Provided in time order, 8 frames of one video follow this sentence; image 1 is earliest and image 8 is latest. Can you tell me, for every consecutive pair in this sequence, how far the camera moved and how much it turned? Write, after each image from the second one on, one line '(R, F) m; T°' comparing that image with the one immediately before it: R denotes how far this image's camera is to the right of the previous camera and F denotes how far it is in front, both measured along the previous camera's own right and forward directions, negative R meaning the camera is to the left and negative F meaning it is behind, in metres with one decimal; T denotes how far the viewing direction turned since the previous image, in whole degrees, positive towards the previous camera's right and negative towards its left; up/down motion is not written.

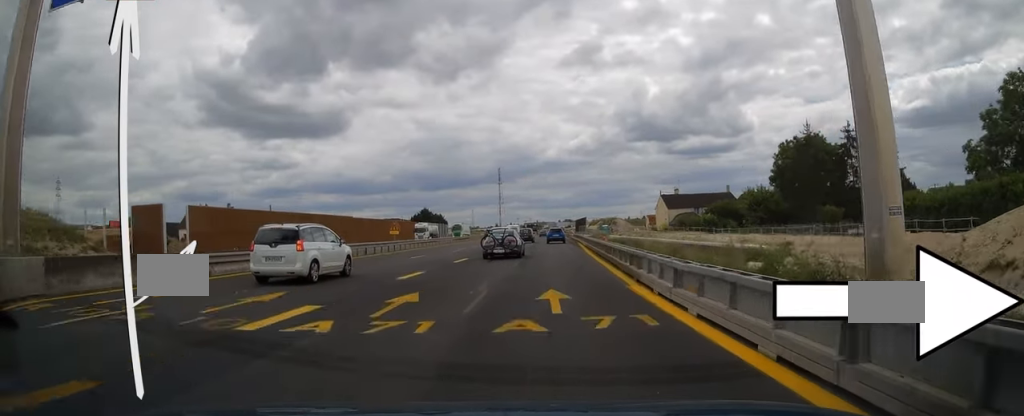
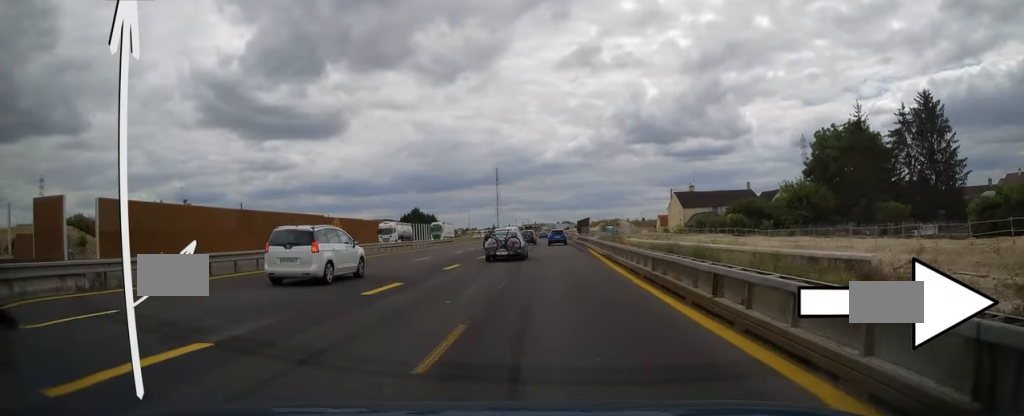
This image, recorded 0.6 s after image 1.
(0.0, +13.7) m; 0°
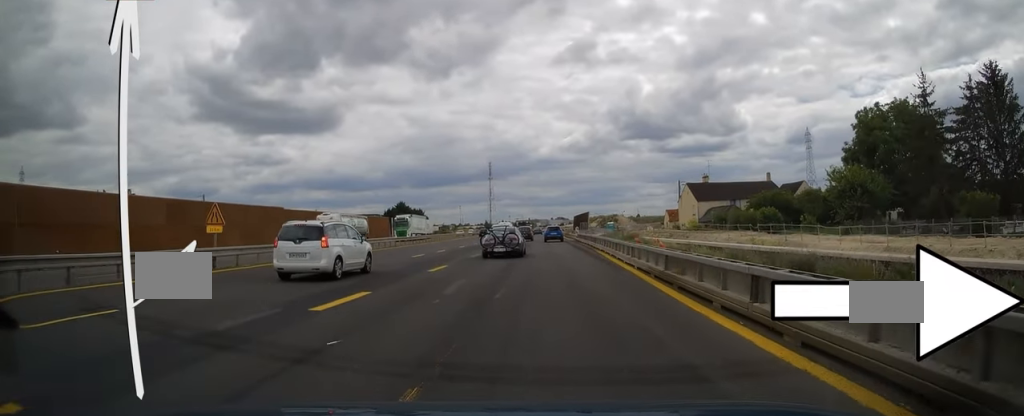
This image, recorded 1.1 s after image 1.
(0.0, +13.2) m; 0°
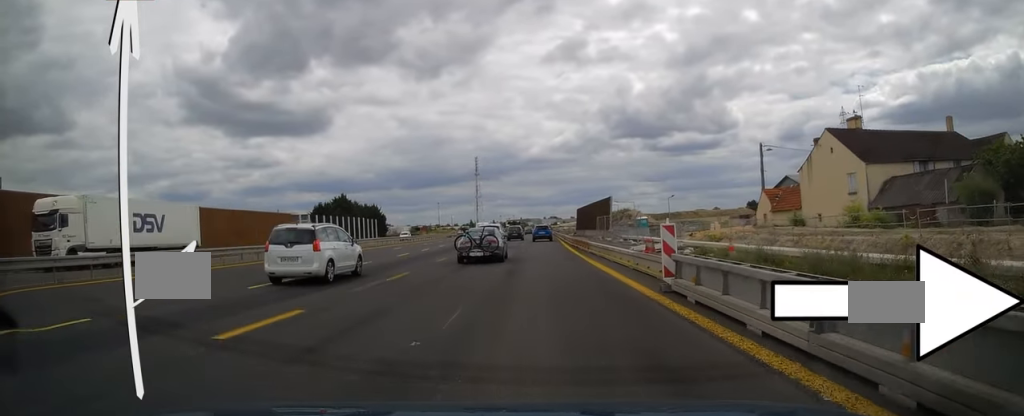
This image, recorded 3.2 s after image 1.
(+0.9, +50.6) m; +1°
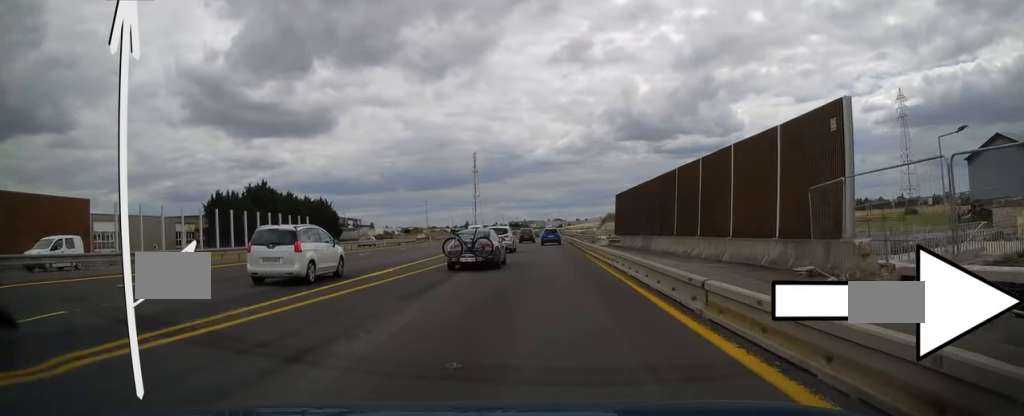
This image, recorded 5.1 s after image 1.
(-0.2, +45.8) m; 0°
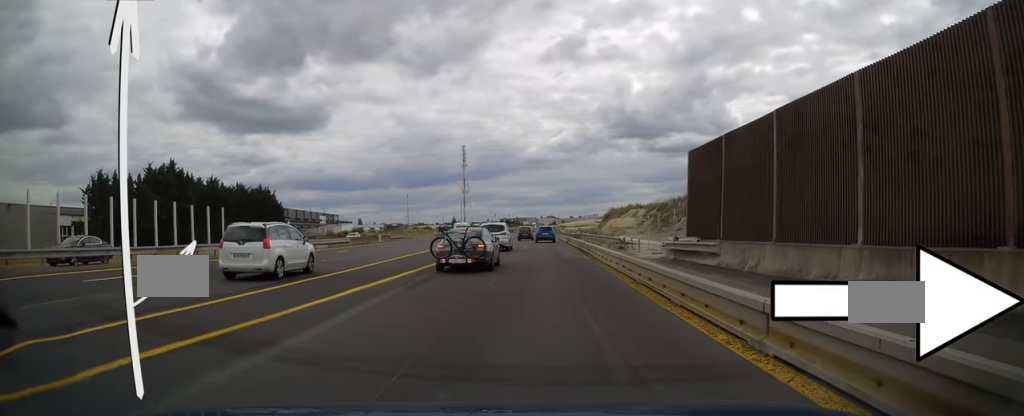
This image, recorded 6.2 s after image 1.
(0.0, +26.4) m; 0°
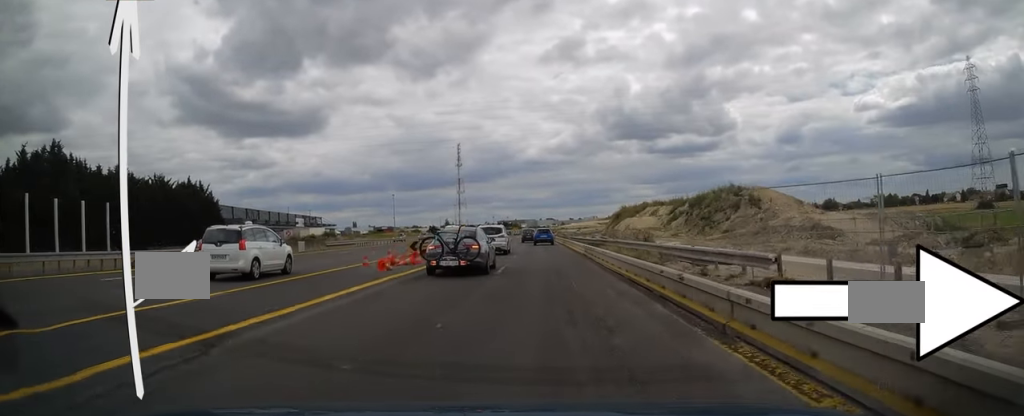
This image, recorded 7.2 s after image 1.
(+0.1, +23.0) m; 0°
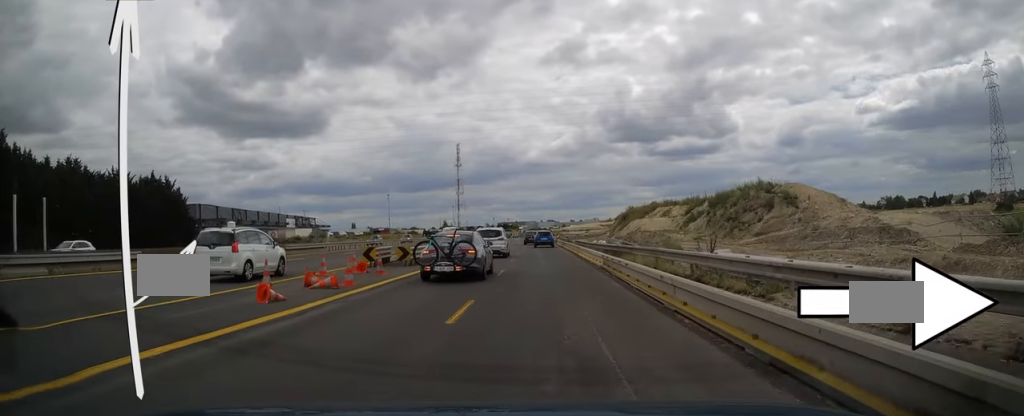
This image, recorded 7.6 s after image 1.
(0.0, +9.2) m; 0°
